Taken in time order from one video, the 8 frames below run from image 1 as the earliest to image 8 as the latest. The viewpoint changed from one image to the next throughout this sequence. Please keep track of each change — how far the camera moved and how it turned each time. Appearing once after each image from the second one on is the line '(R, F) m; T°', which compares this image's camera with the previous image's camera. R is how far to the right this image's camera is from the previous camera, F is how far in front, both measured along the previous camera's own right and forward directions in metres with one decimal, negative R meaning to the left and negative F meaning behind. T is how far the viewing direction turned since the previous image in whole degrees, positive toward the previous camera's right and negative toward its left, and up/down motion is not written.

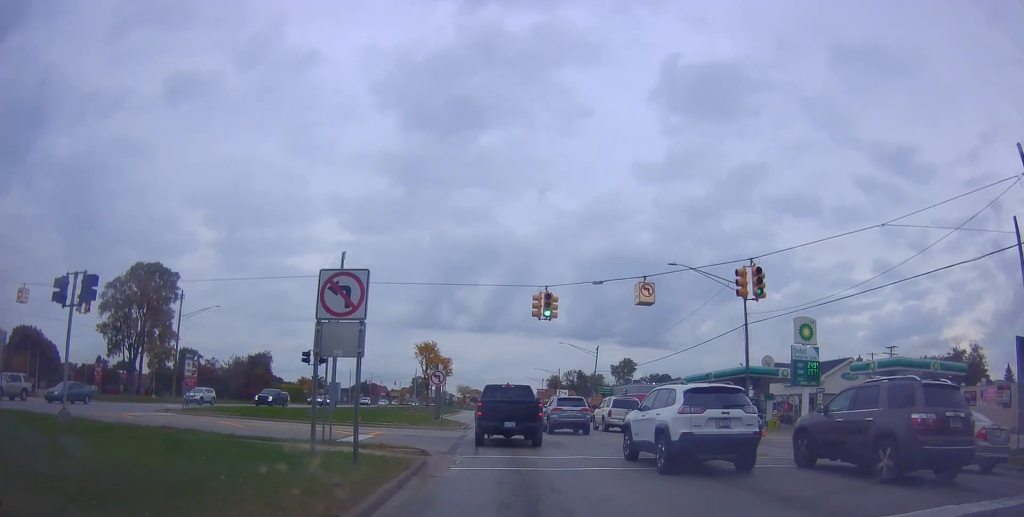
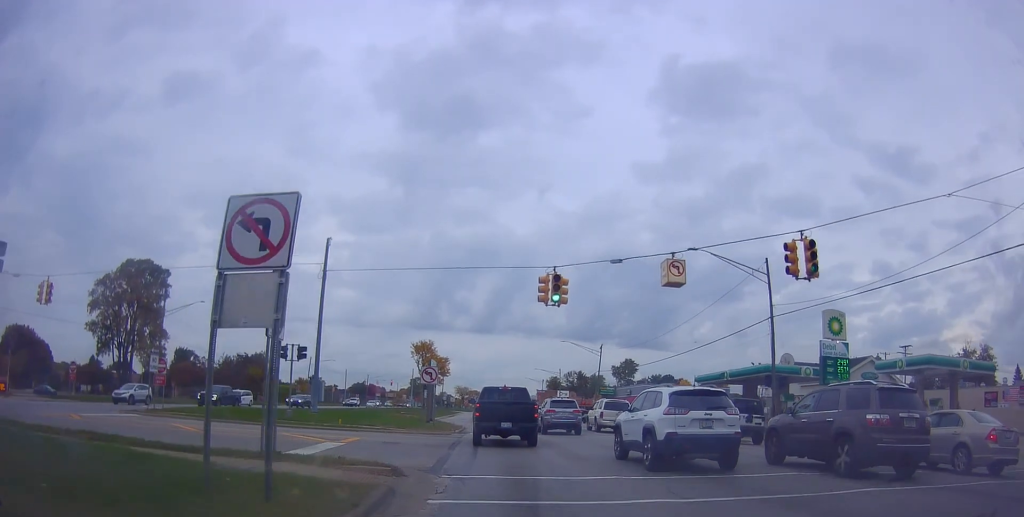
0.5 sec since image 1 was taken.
(-0.3, +2.7) m; +2°
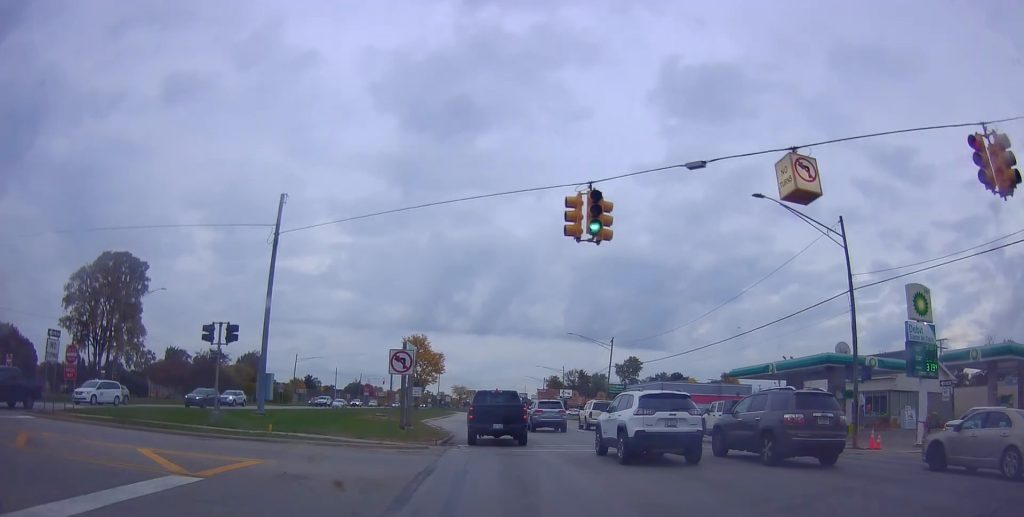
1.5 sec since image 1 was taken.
(+0.8, +6.6) m; +7°
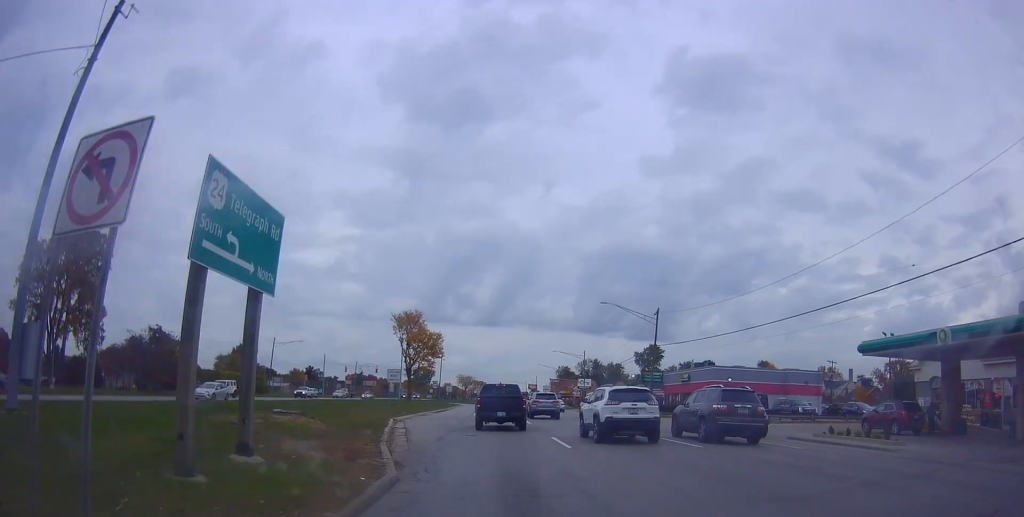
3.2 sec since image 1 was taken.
(-0.1, +14.1) m; -3°
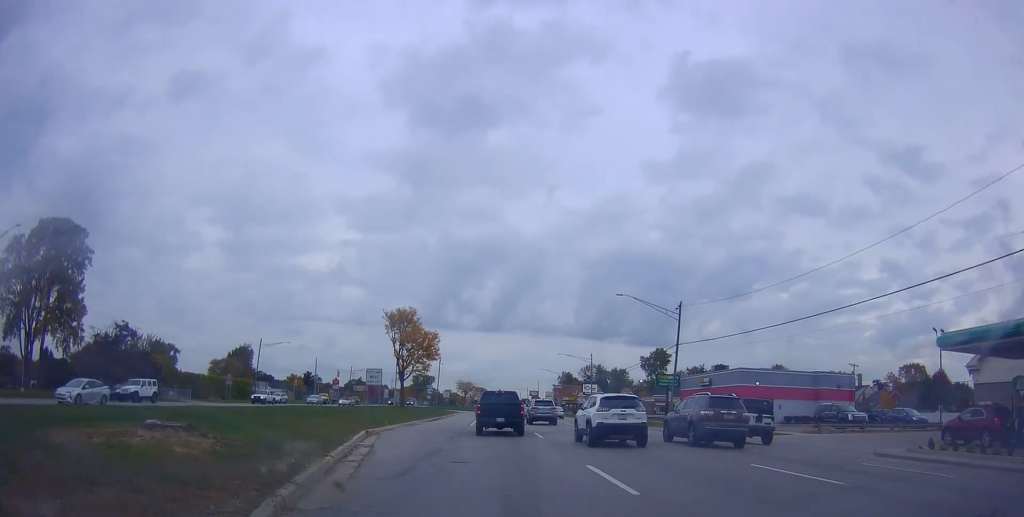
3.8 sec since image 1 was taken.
(-0.1, +5.9) m; -1°
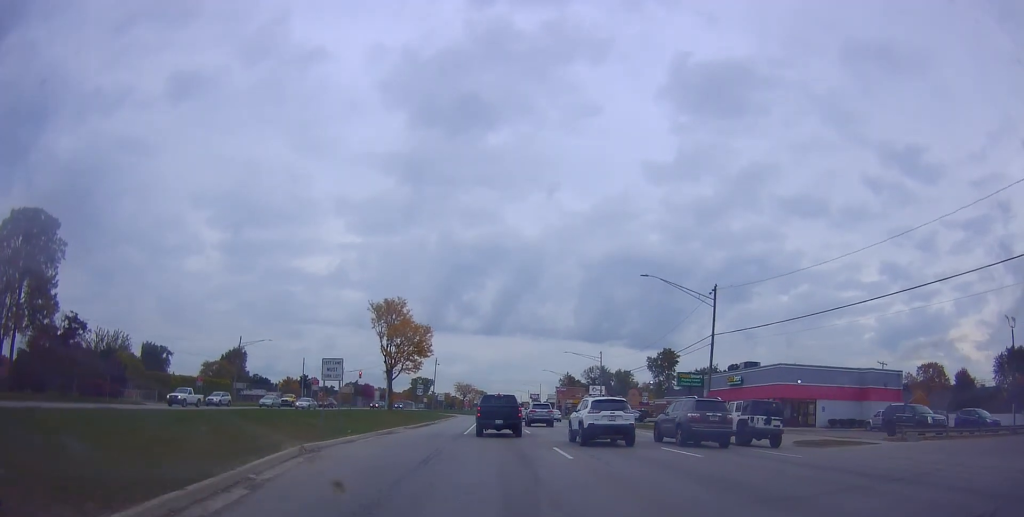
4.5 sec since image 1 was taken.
(-0.5, +7.4) m; +1°
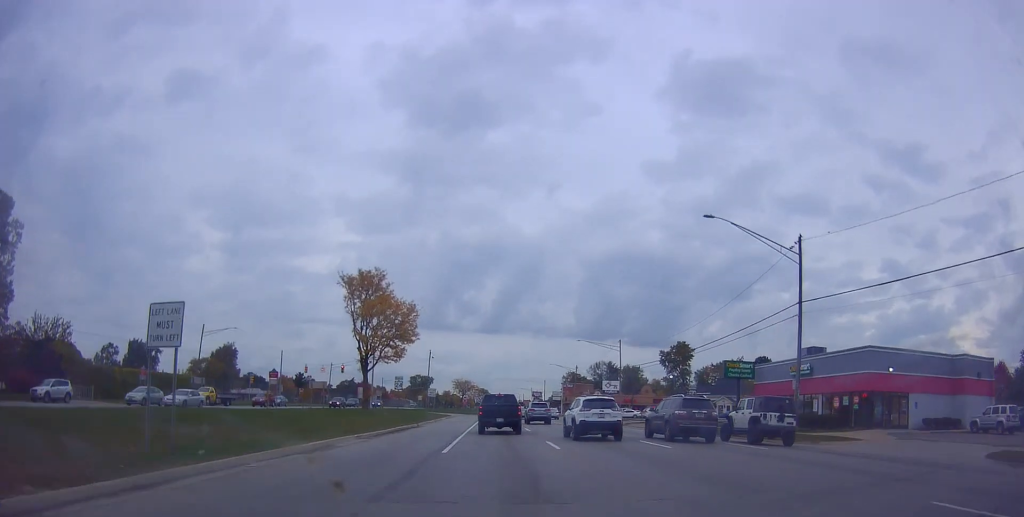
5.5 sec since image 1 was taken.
(+0.8, +11.7) m; +4°
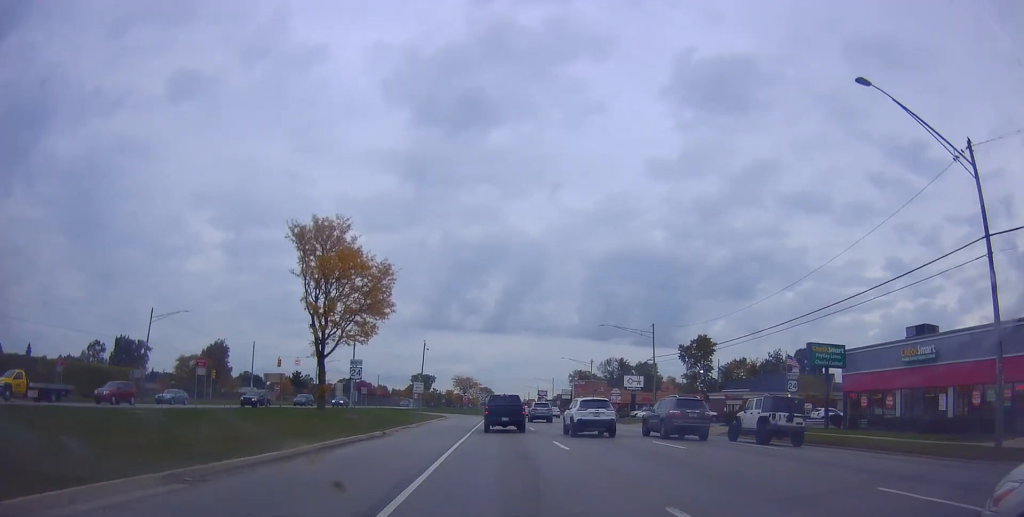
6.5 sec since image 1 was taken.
(0.0, +13.2) m; 0°
